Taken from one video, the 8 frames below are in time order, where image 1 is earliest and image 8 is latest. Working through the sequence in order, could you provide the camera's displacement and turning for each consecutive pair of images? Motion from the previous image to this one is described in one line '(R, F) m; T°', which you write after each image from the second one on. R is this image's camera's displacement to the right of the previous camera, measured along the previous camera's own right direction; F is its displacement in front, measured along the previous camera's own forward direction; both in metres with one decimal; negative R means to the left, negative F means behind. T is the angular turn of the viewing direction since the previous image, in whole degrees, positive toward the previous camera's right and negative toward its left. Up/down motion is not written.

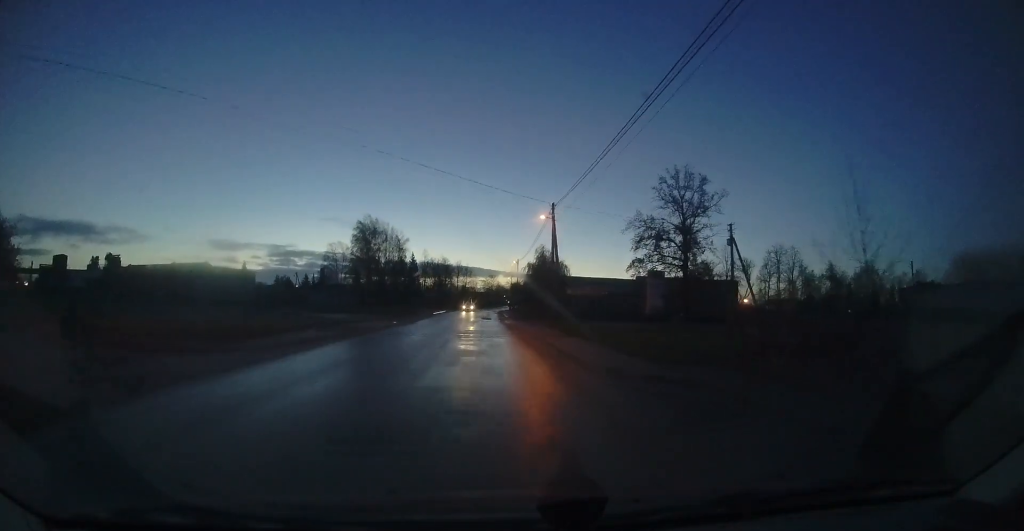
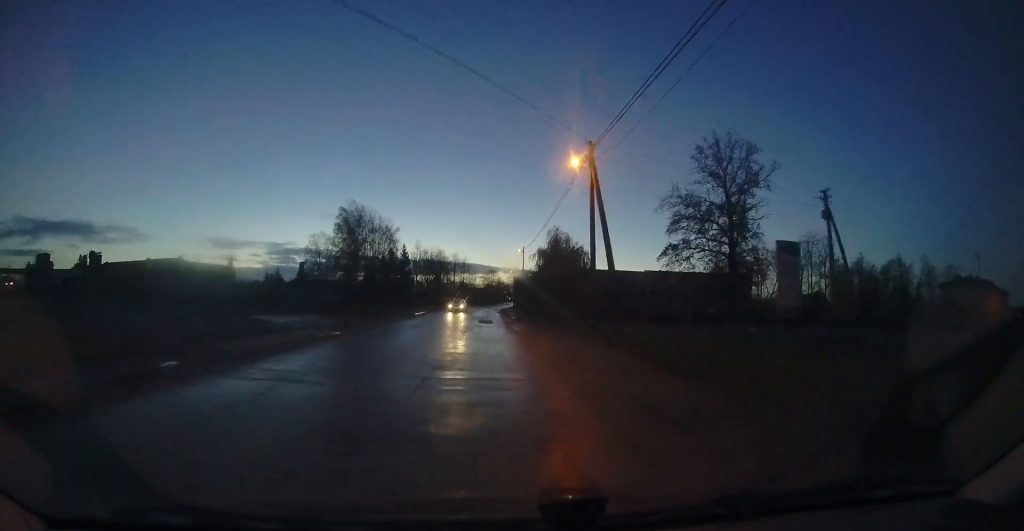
(-0.1, +9.8) m; 0°
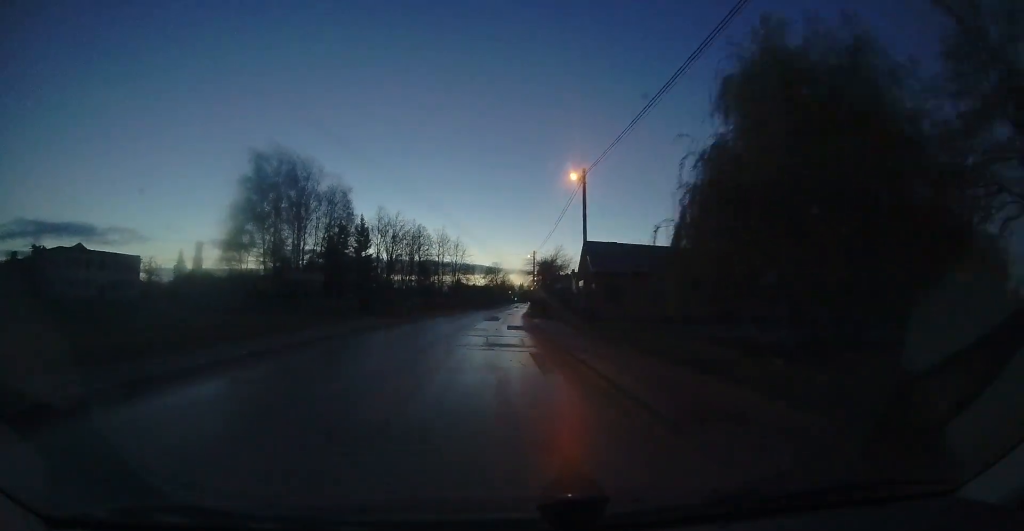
(+0.7, +30.4) m; 0°
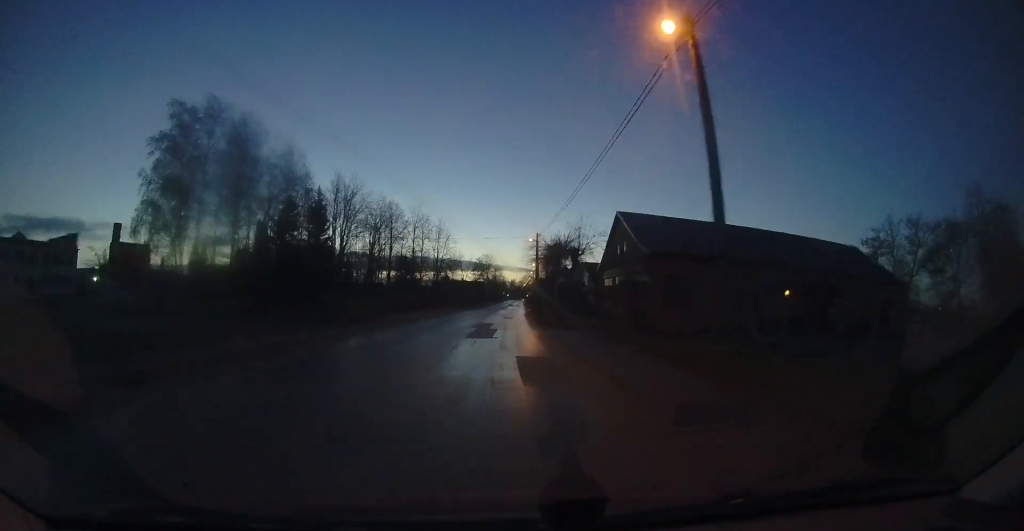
(-0.3, +11.8) m; 0°
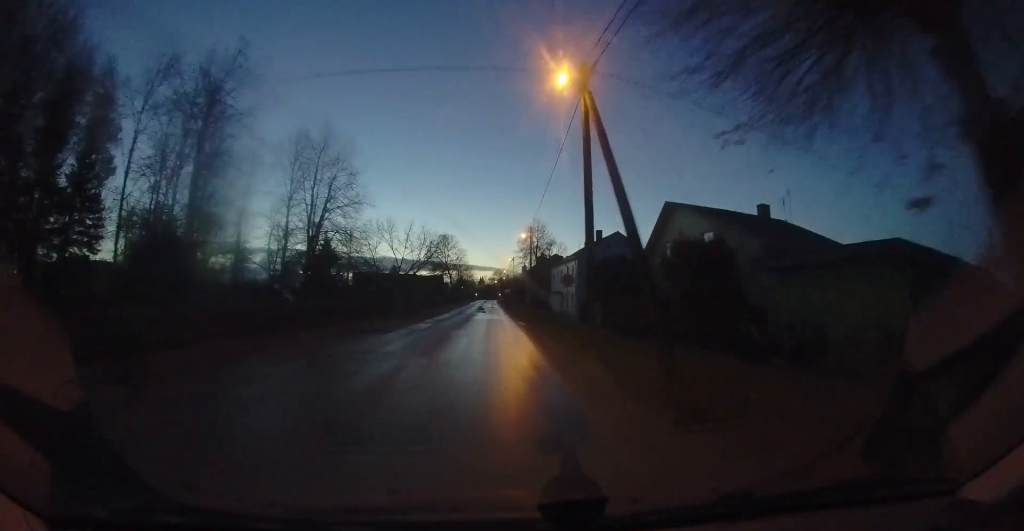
(+0.7, +28.8) m; +5°
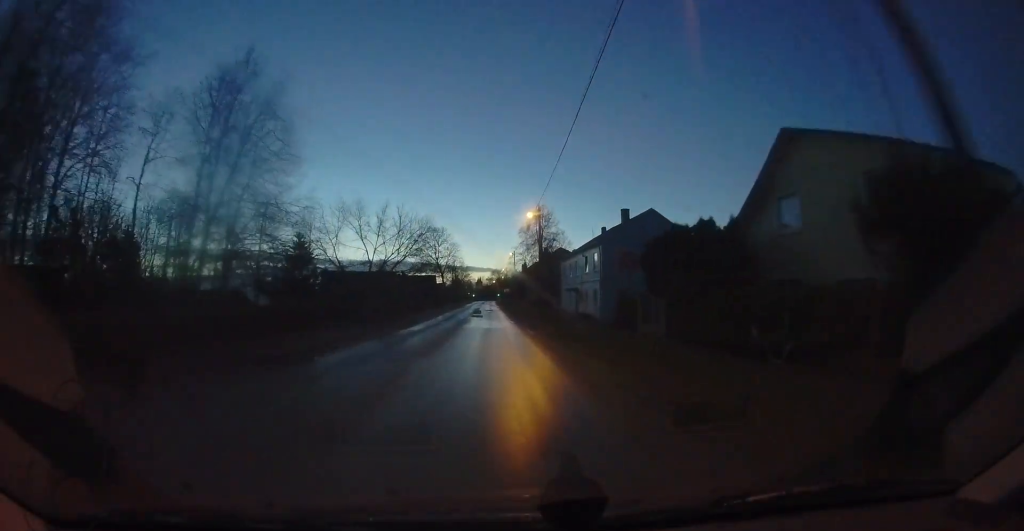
(+0.4, +8.2) m; +2°
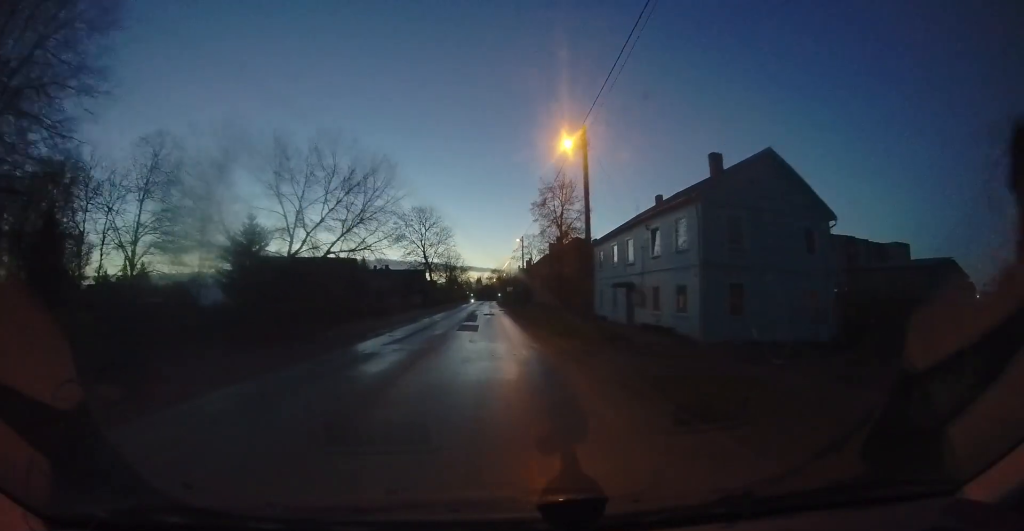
(+0.3, +12.3) m; +1°
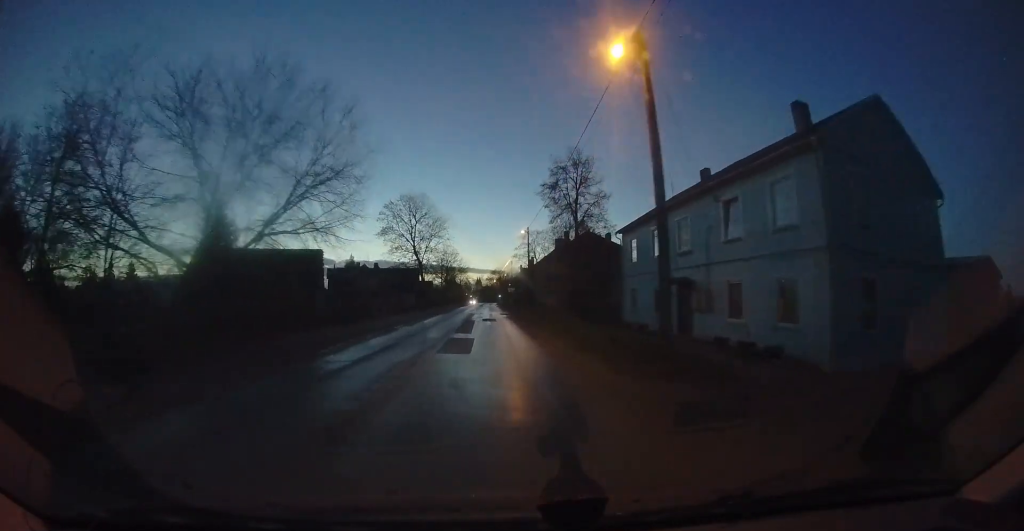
(-0.1, +5.9) m; 0°
